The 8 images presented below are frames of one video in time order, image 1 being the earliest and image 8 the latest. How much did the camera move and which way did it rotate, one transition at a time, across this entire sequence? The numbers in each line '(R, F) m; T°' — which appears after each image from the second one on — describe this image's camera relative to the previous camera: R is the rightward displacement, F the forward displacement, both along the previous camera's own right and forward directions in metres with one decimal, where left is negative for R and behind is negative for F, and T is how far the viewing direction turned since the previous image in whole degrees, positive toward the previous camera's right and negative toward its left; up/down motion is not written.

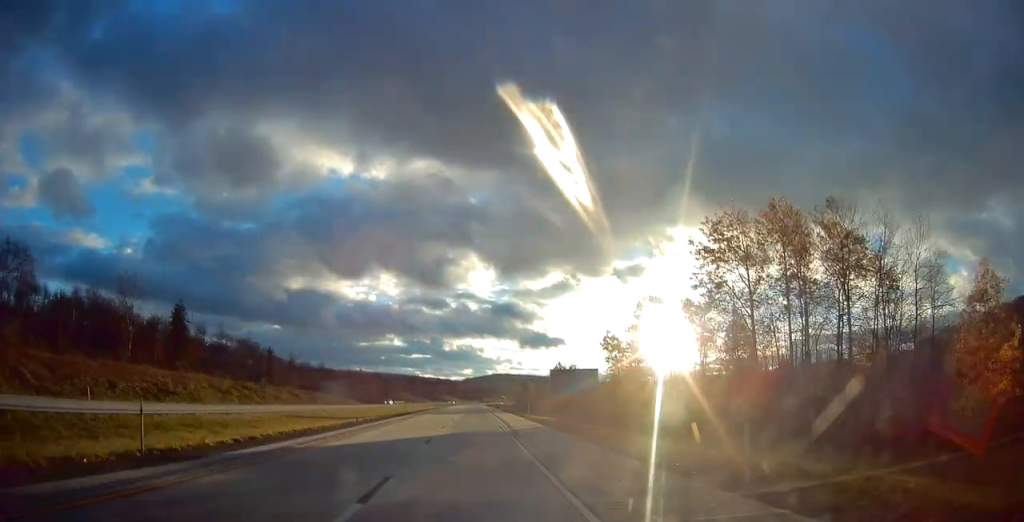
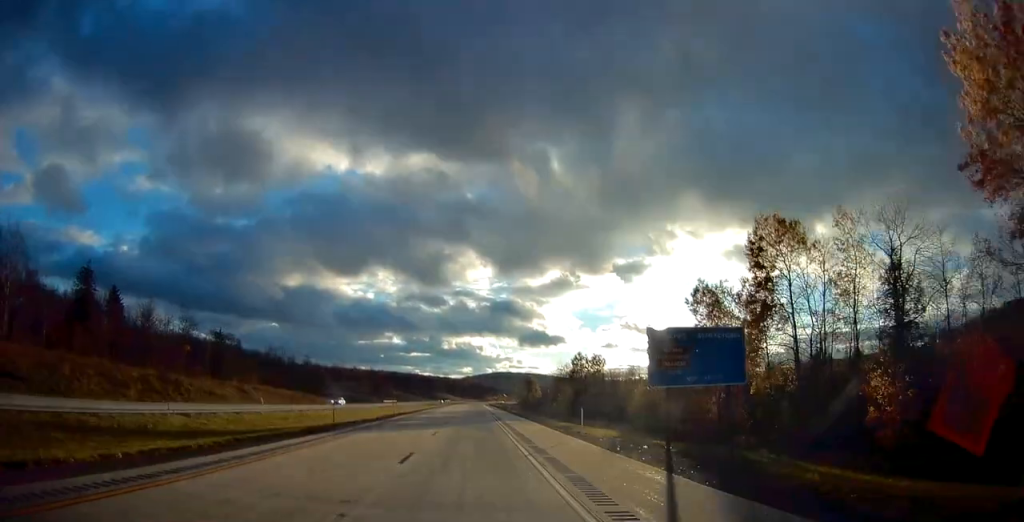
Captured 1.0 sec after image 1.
(0.0, +31.0) m; 0°
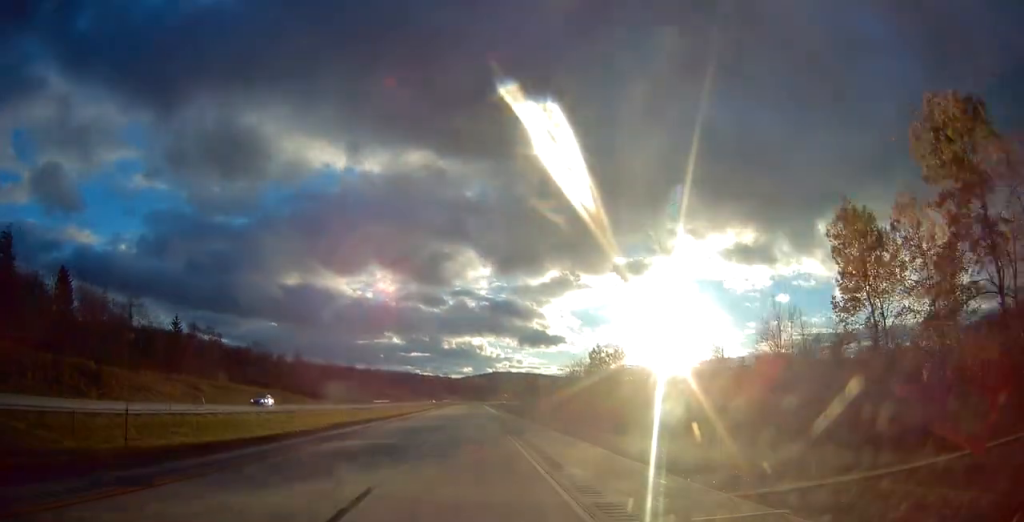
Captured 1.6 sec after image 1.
(0.0, +19.6) m; 0°
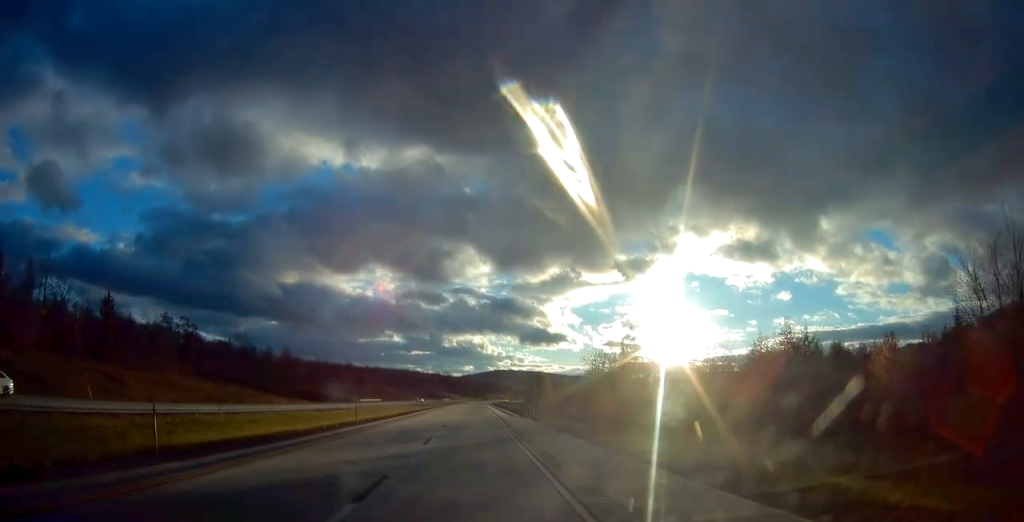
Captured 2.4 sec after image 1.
(0.0, +22.8) m; 0°
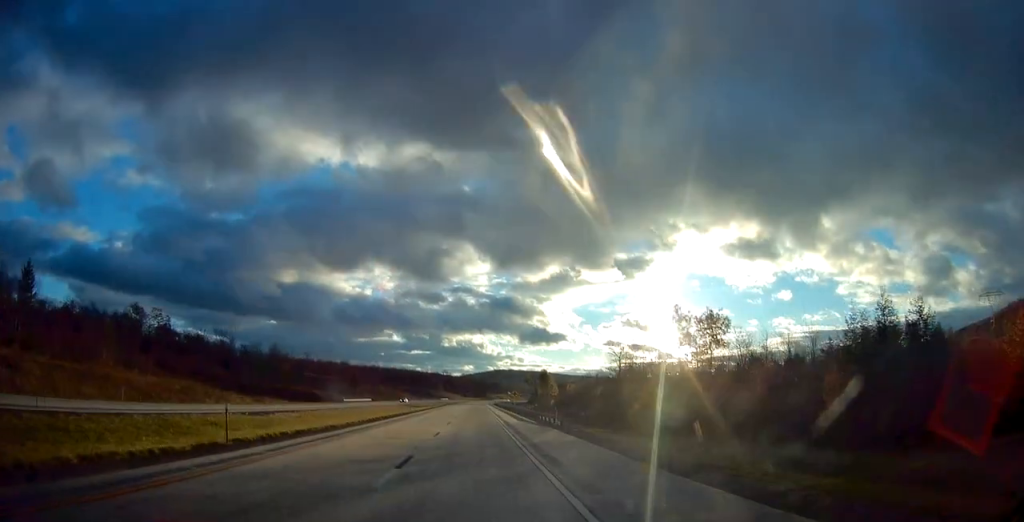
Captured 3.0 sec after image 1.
(-0.2, +19.6) m; 0°
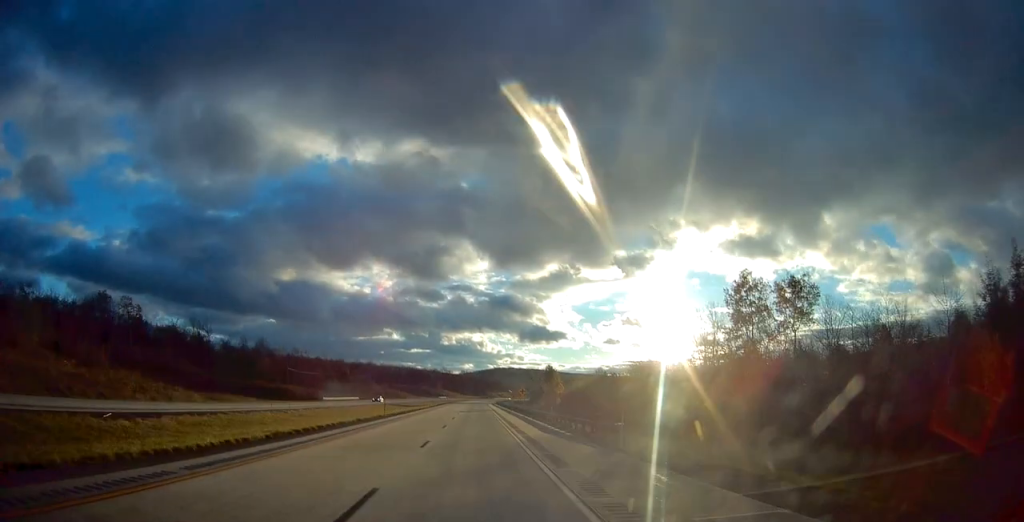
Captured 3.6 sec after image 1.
(0.0, +18.6) m; 0°
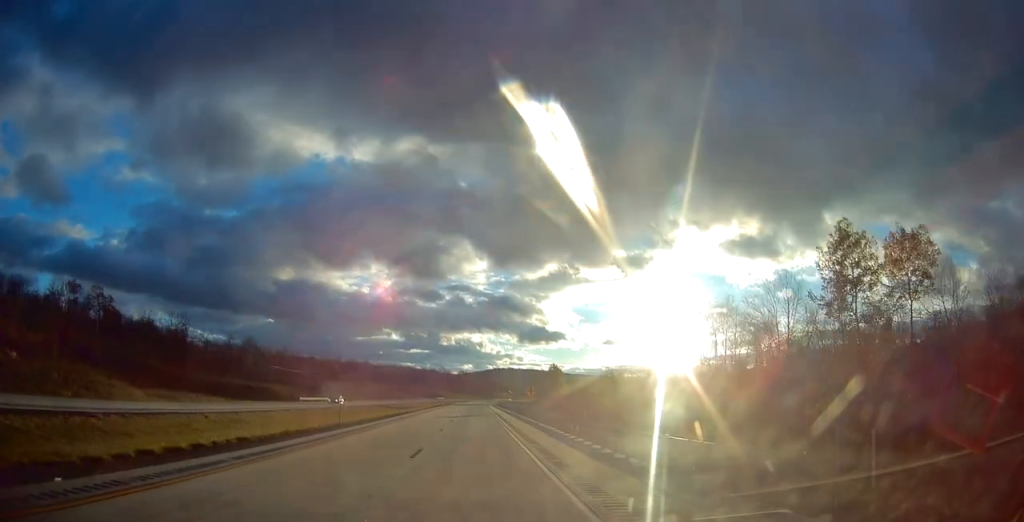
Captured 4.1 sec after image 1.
(+0.1, +15.5) m; 0°
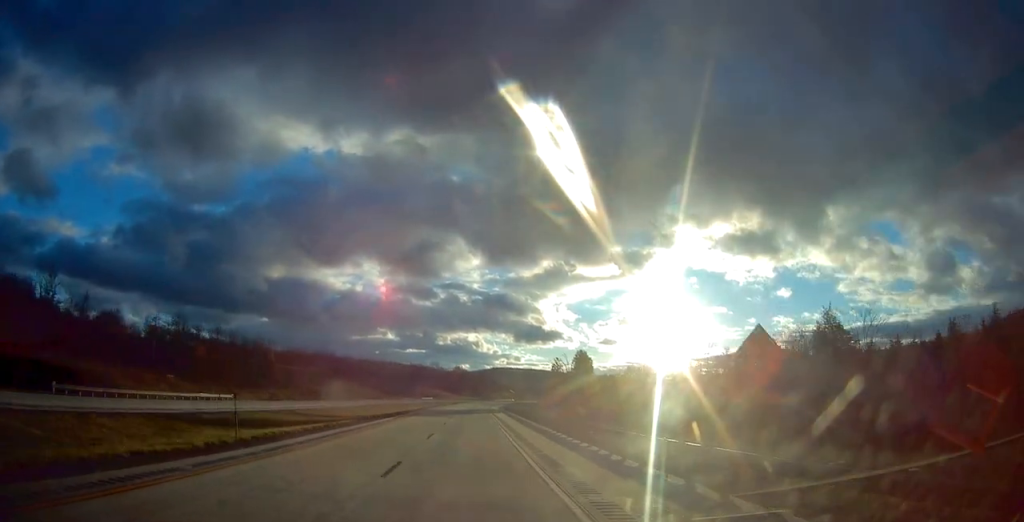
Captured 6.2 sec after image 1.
(+0.1, +65.2) m; 0°
